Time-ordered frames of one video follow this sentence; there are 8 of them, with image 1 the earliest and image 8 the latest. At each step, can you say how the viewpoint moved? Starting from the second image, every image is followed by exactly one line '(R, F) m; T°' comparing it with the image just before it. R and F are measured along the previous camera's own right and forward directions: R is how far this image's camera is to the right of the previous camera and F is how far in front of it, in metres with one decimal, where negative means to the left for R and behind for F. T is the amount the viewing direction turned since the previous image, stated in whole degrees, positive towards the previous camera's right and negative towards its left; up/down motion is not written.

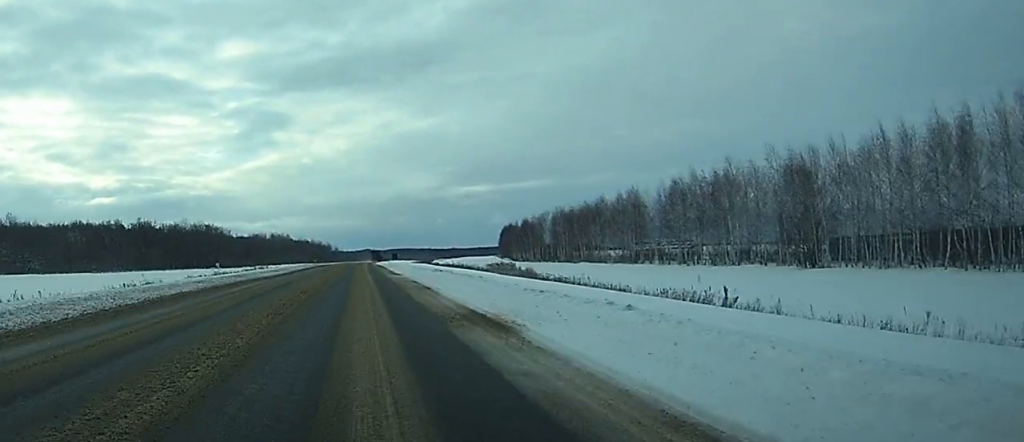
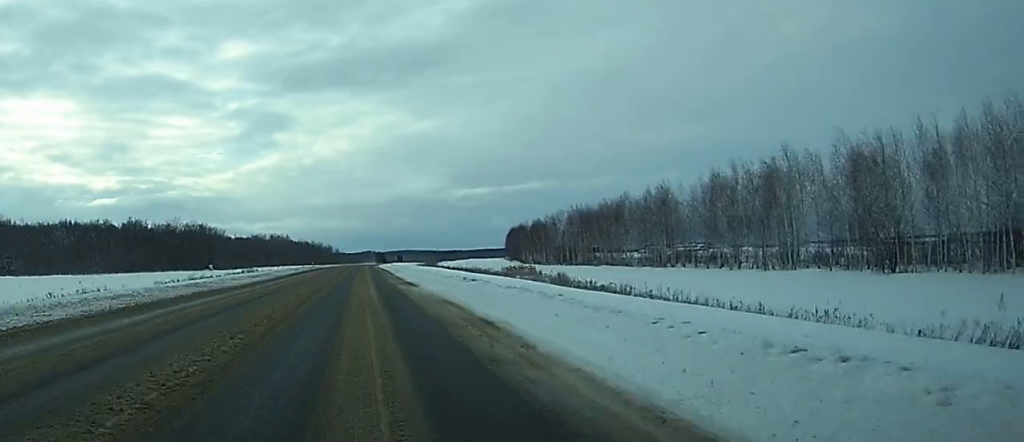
(0.0, +13.8) m; 0°
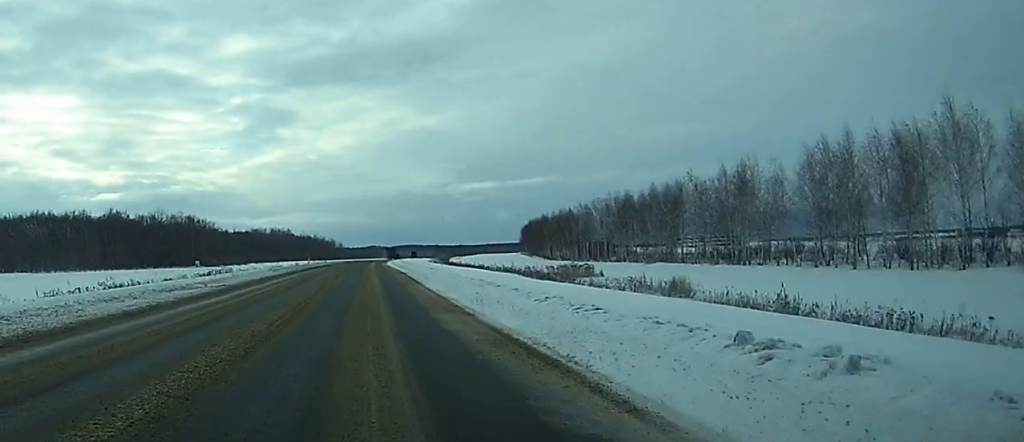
(0.0, +27.0) m; 0°
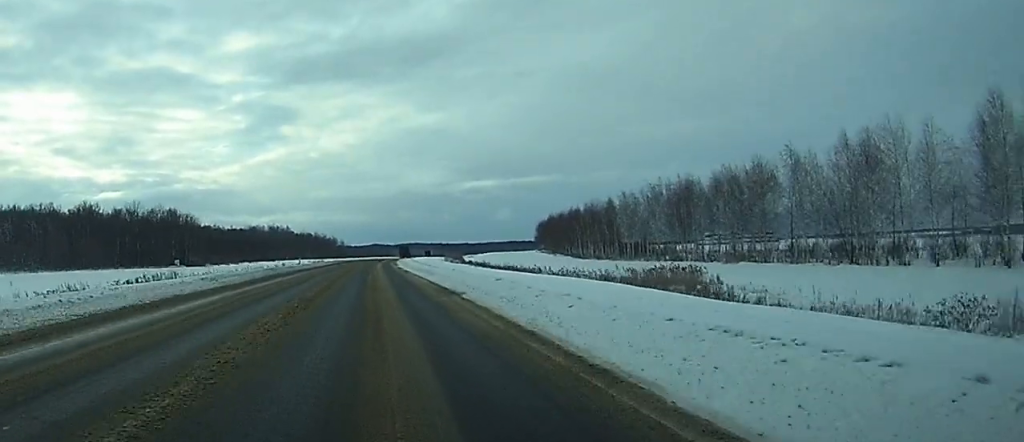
(-0.3, +28.2) m; -1°
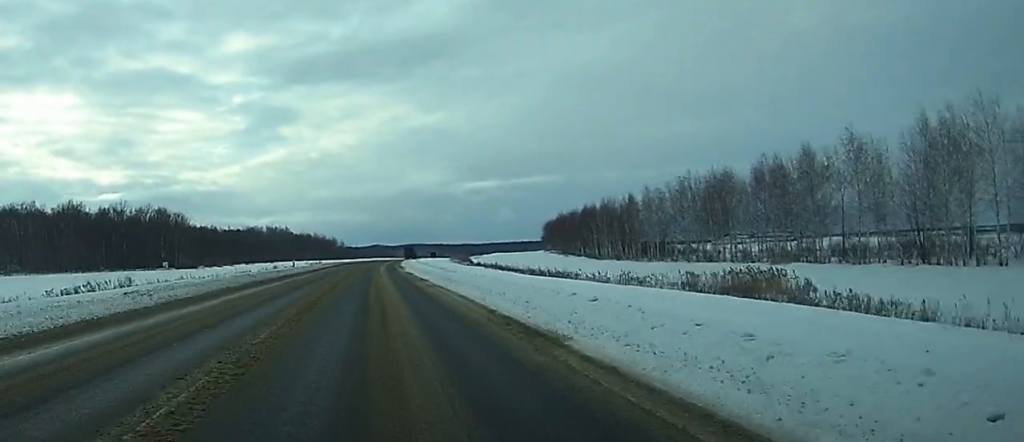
(-0.4, +12.5) m; +1°
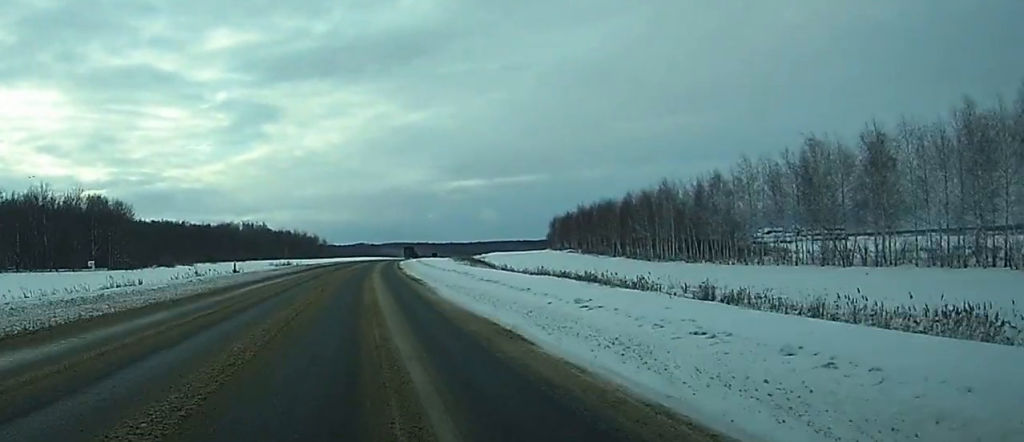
(+1.1, +41.4) m; +1°
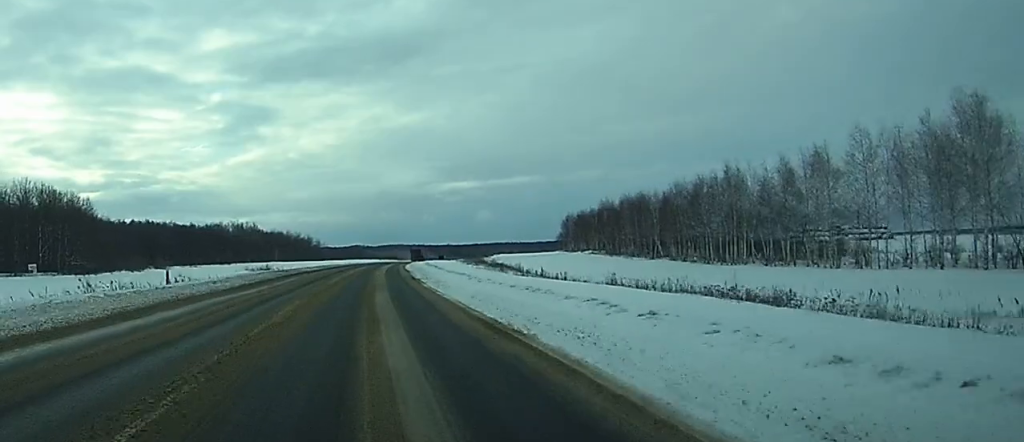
(-0.5, +25.0) m; -1°
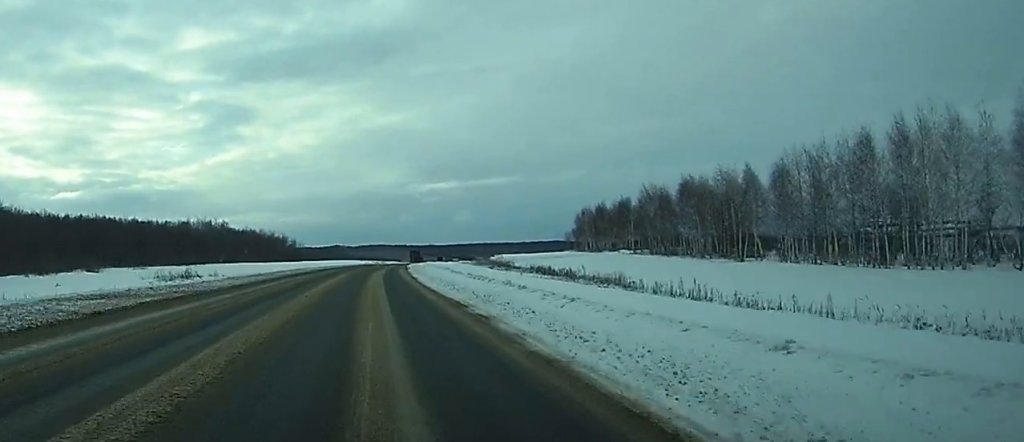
(+0.2, +42.1) m; +1°
